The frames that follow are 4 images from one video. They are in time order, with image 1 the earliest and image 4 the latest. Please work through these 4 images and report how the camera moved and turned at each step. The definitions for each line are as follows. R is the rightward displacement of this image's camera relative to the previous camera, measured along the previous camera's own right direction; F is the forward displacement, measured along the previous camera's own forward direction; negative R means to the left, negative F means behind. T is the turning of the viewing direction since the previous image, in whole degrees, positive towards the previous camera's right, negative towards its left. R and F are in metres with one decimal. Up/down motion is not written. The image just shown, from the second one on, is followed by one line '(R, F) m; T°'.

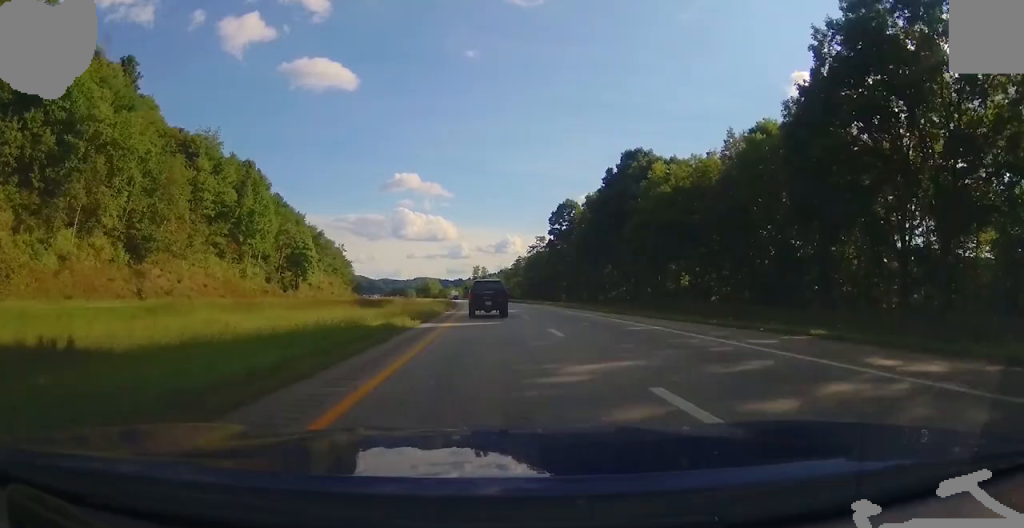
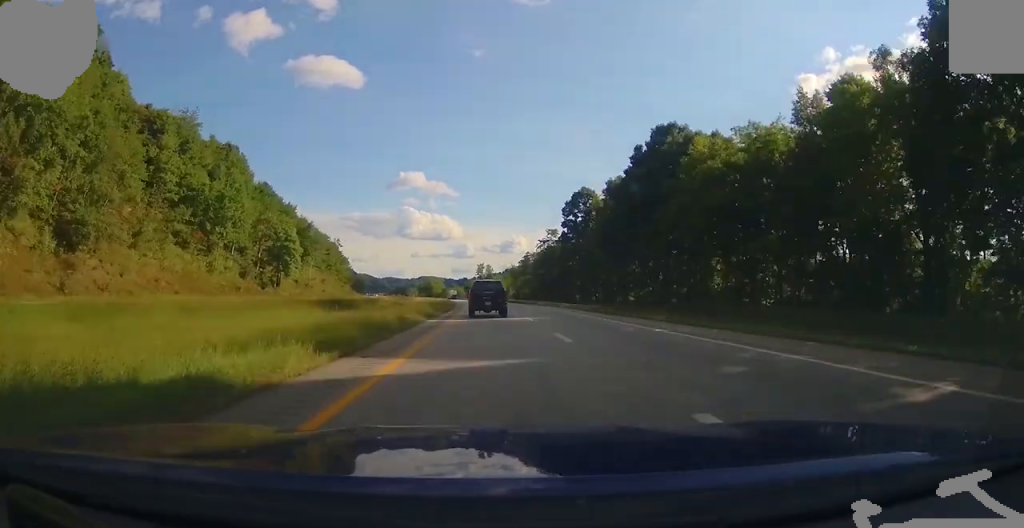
(-0.2, +13.7) m; 0°
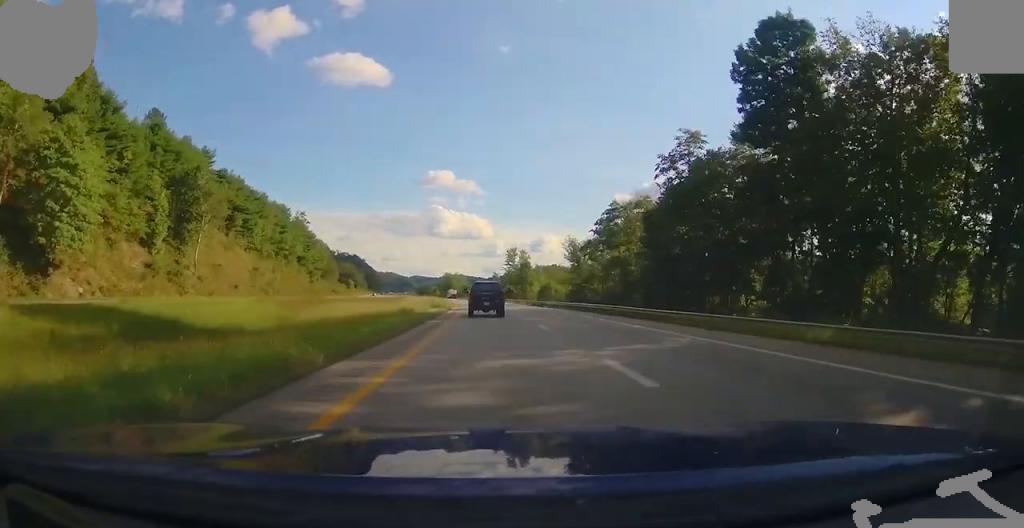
(-0.9, +68.2) m; -2°
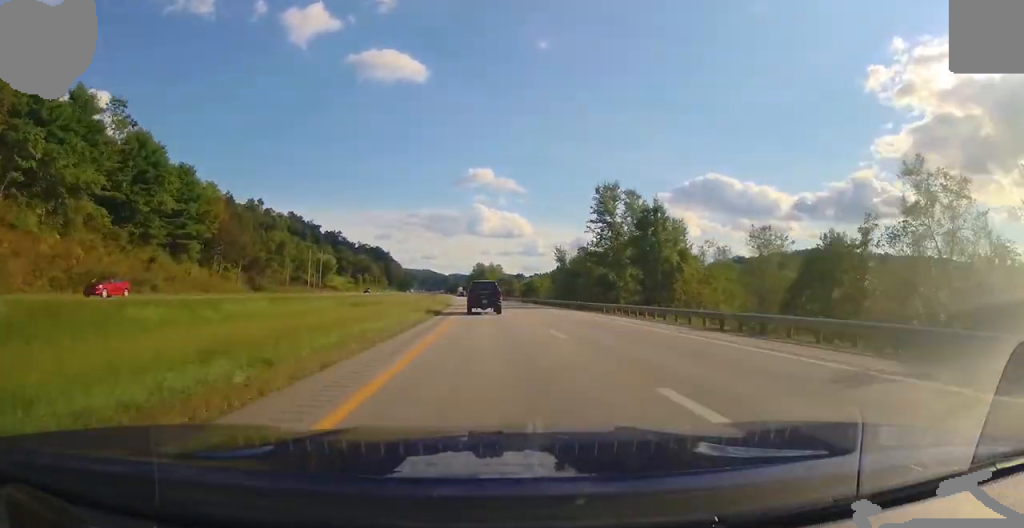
(-3.8, +88.5) m; -6°
